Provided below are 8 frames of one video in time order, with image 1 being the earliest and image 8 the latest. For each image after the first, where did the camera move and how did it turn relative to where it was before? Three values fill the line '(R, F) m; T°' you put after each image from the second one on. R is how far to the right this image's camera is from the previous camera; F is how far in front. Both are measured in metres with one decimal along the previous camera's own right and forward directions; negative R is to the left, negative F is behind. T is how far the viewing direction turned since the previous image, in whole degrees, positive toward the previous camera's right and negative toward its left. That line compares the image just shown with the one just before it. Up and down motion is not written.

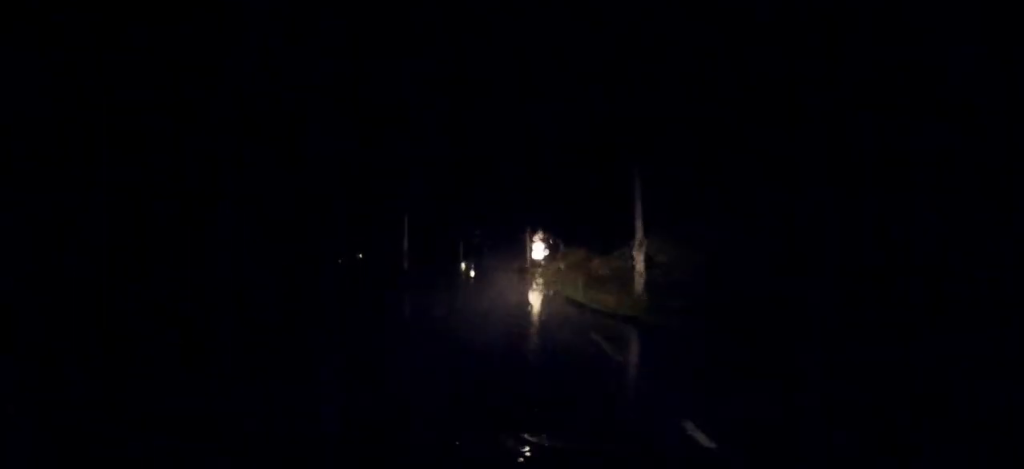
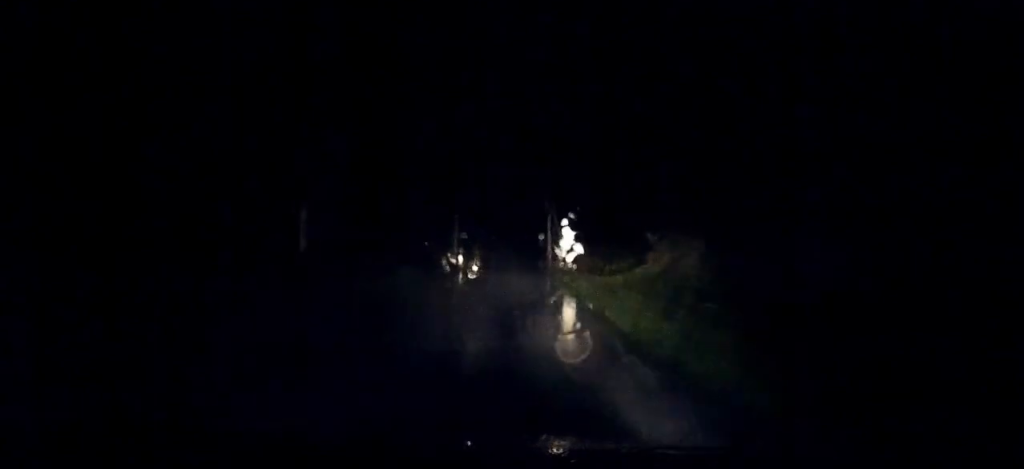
(-0.5, +19.9) m; -4°
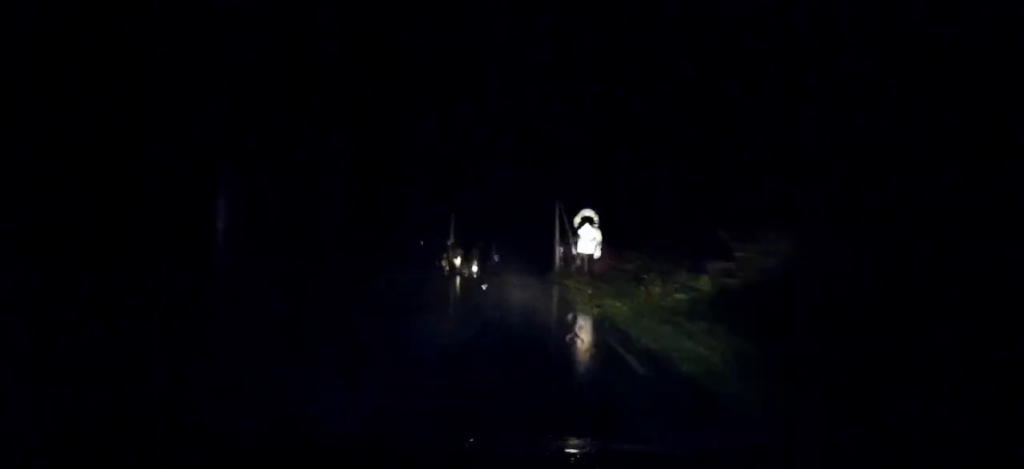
(-0.1, +5.5) m; -1°
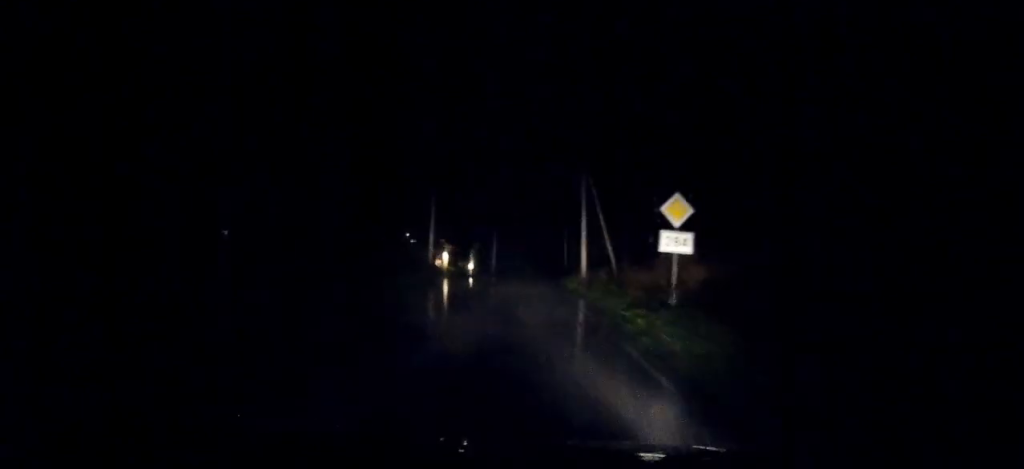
(-0.1, +12.9) m; +1°
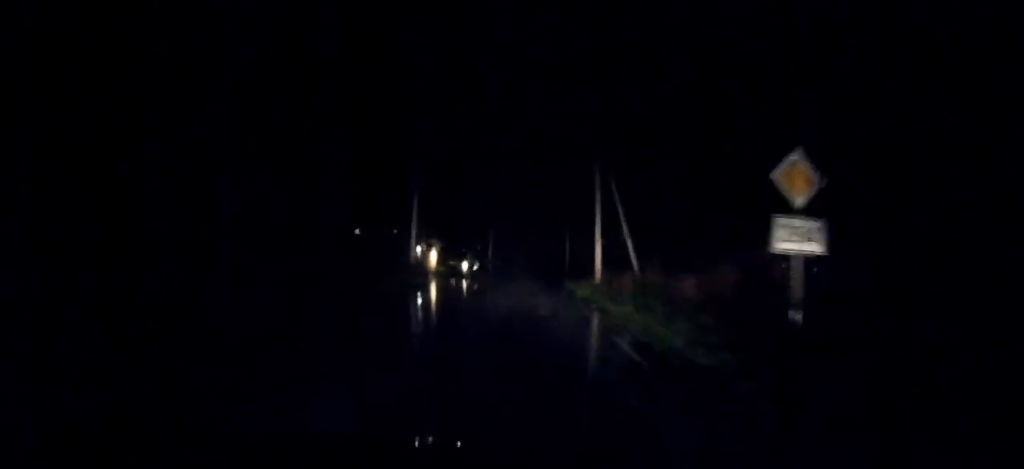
(+0.1, +5.1) m; 0°
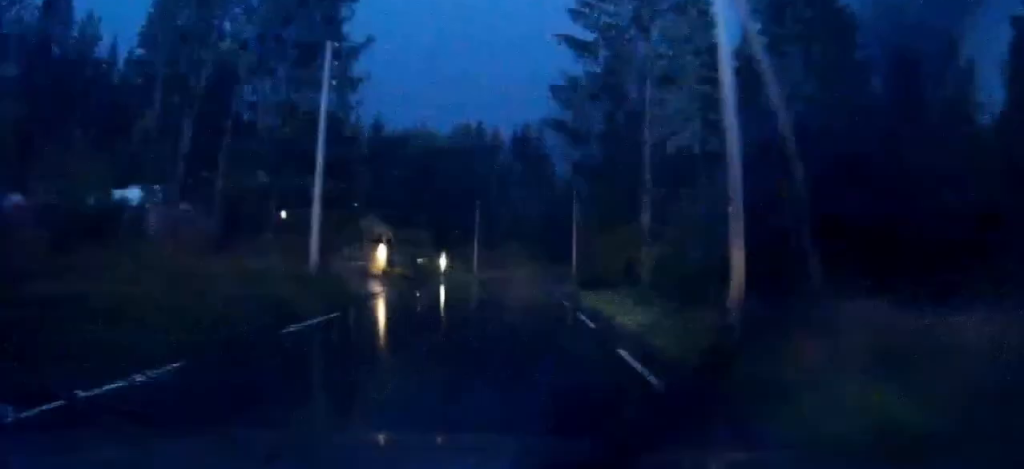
(0.0, +13.2) m; +1°
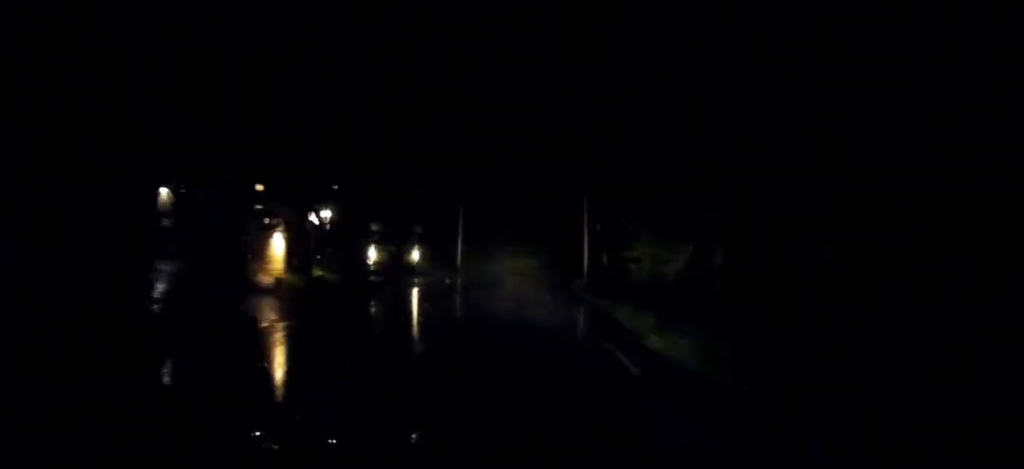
(+0.2, +10.6) m; +1°
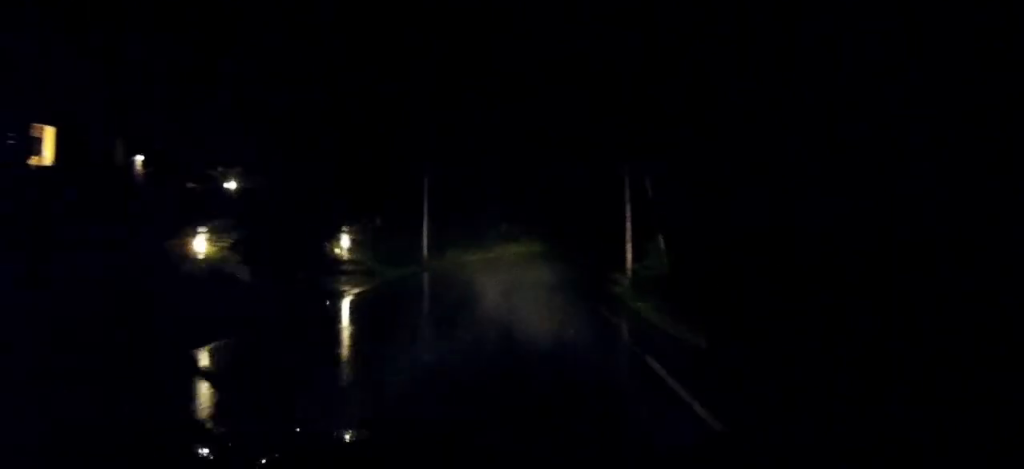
(-0.1, +14.3) m; 0°
